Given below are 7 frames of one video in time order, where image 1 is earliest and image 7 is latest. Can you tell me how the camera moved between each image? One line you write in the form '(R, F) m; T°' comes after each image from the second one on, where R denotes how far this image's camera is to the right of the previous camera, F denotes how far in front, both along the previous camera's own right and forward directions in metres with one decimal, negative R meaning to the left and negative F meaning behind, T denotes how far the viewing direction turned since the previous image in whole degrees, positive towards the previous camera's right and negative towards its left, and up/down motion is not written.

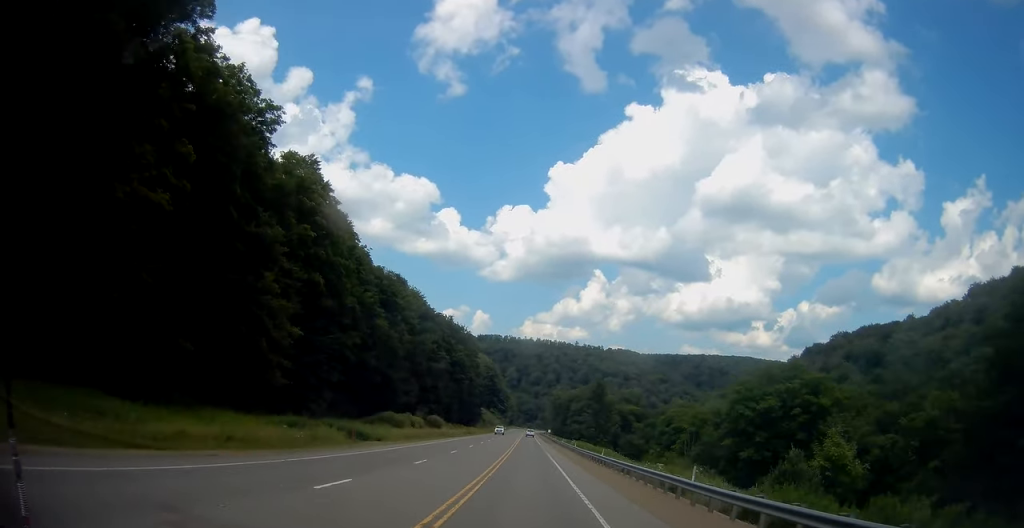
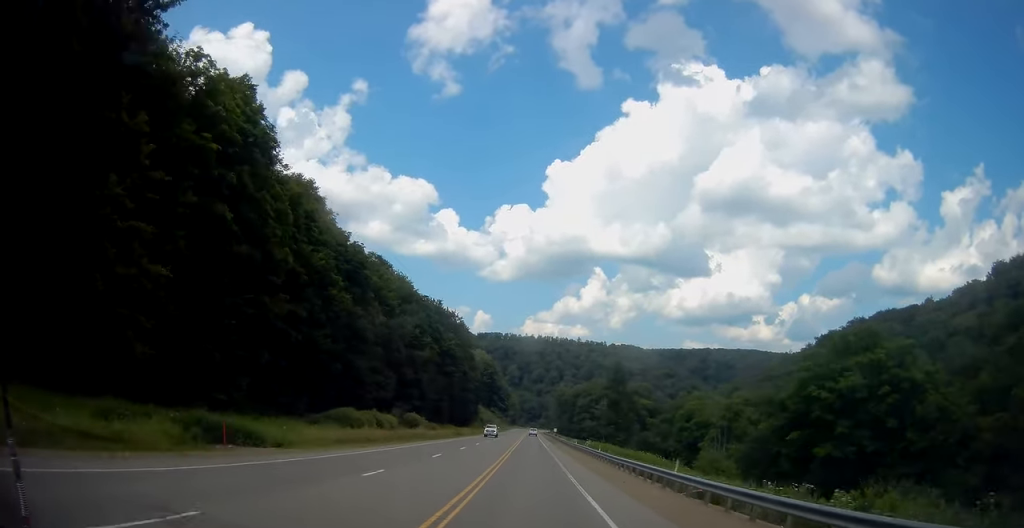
(-0.1, +20.2) m; 0°
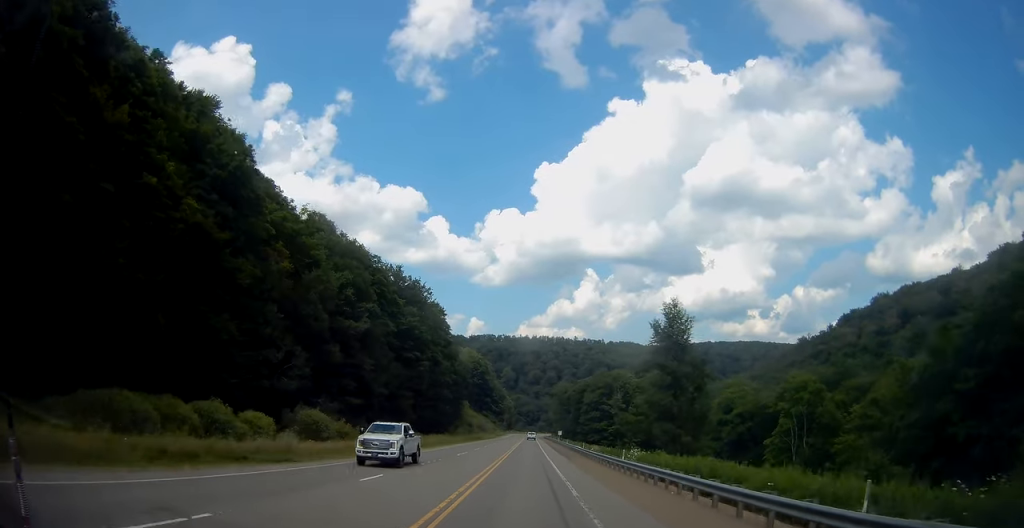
(+0.3, +35.5) m; 0°
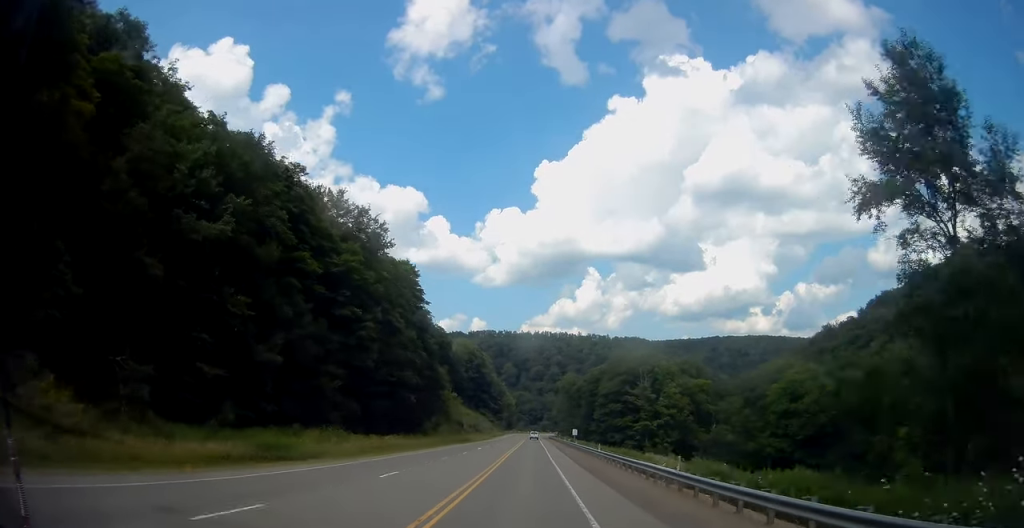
(-0.2, +34.1) m; -1°
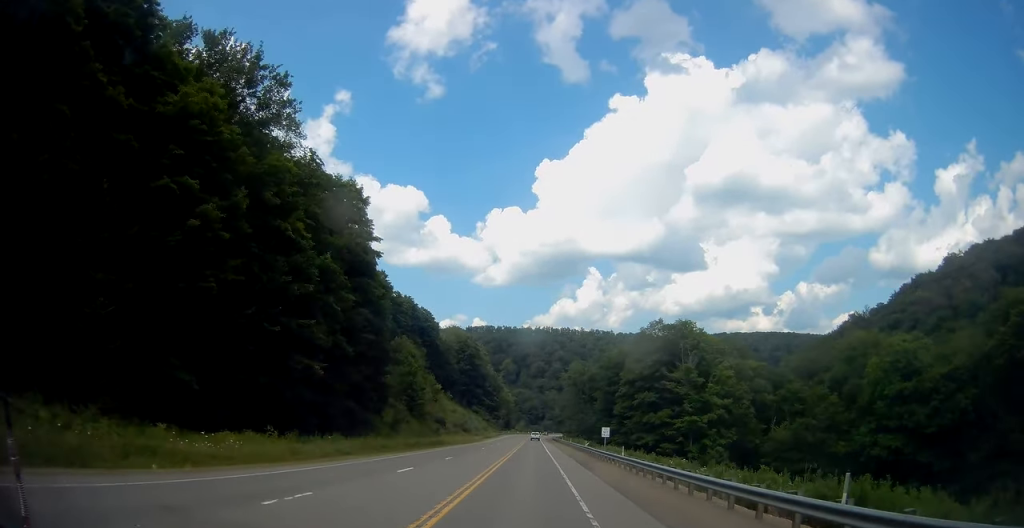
(-0.1, +33.2) m; 0°
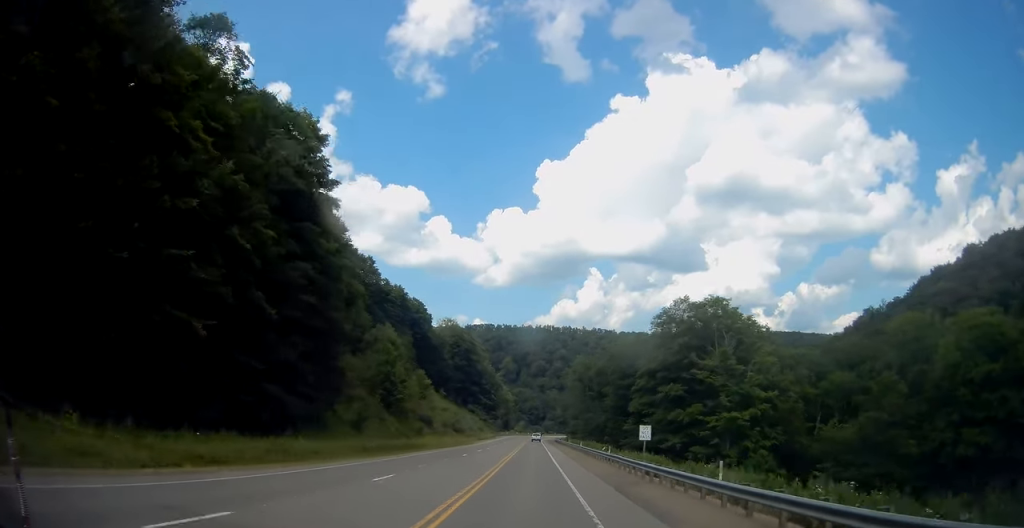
(0.0, +16.2) m; 0°
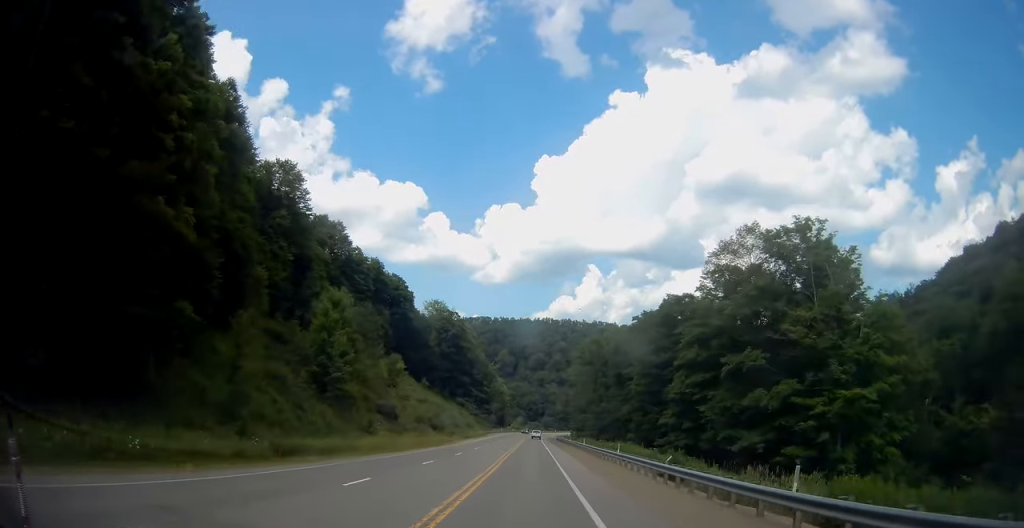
(0.0, +27.1) m; 0°
